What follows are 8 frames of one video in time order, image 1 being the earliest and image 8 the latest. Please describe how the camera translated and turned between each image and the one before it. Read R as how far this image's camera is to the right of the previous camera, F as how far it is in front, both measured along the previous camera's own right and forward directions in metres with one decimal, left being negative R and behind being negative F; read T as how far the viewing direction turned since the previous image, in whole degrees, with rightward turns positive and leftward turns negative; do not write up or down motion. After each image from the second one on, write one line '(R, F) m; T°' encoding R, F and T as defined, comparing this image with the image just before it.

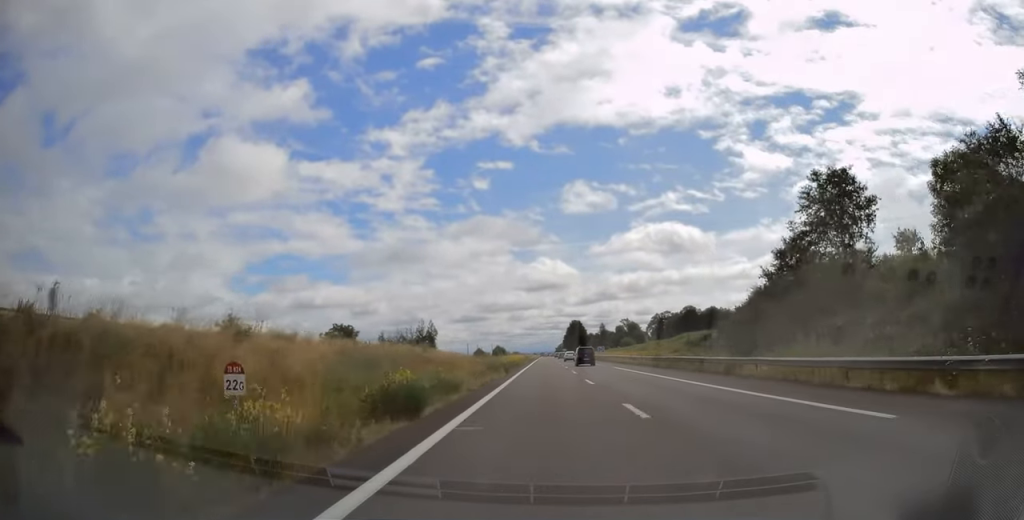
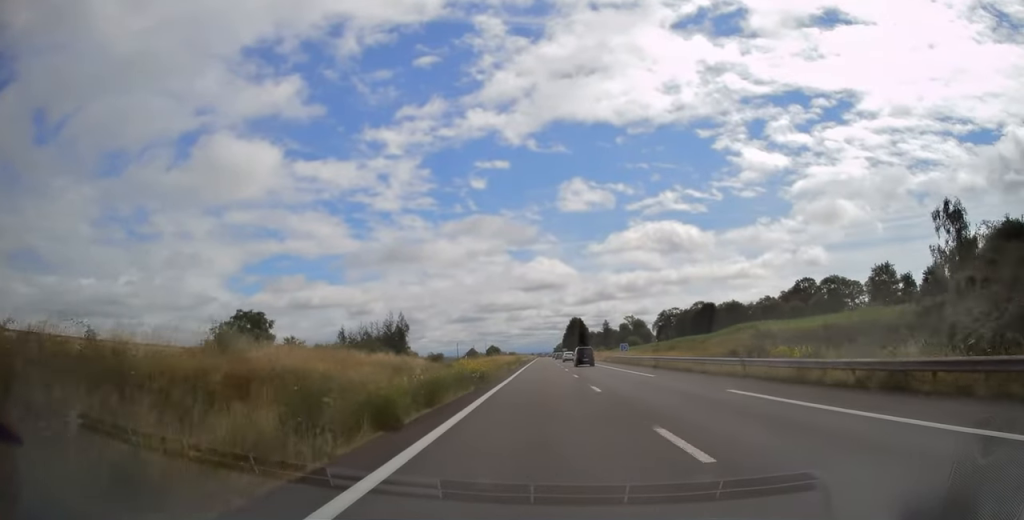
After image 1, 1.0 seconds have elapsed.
(-0.3, +30.2) m; 0°
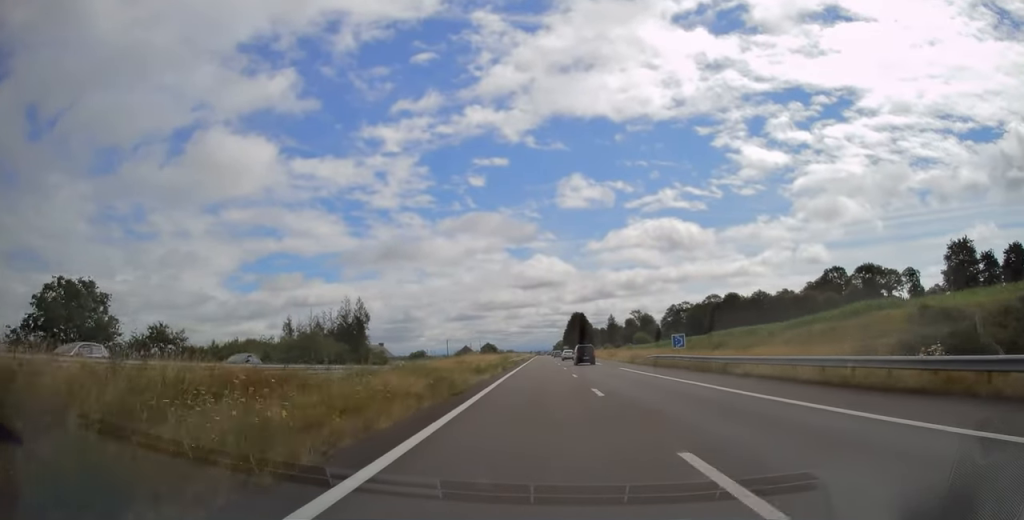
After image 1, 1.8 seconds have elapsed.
(+0.5, +28.2) m; +1°
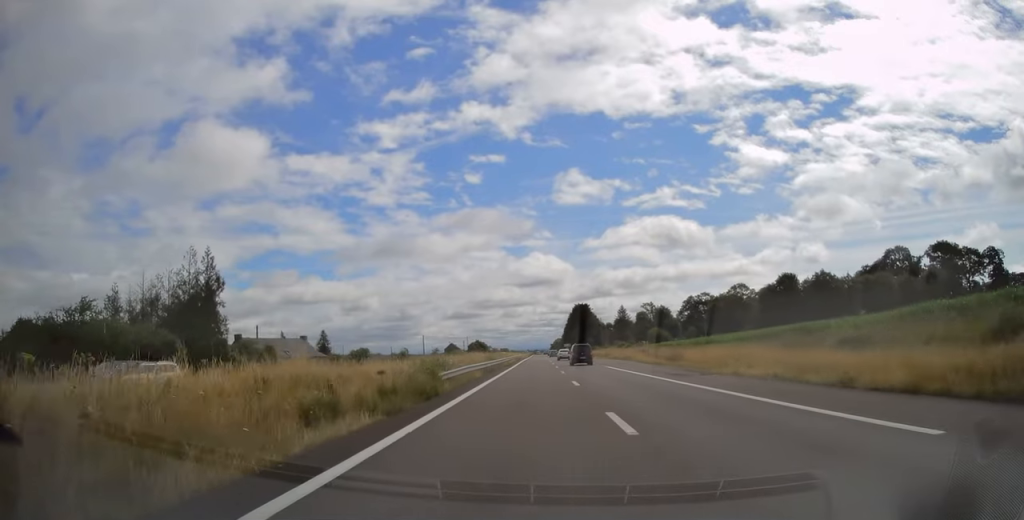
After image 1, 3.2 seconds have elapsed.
(-0.2, +46.9) m; -1°
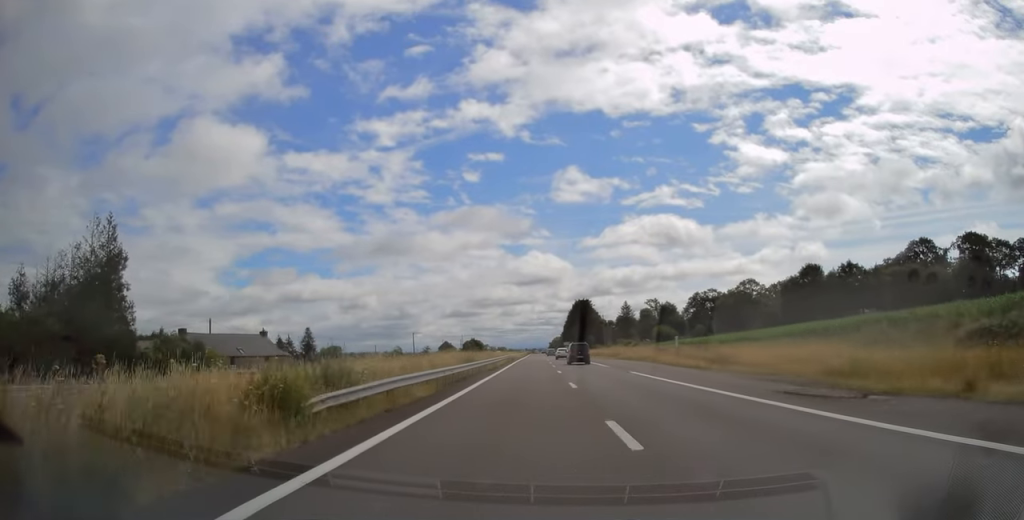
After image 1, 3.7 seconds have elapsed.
(-0.2, +14.7) m; 0°
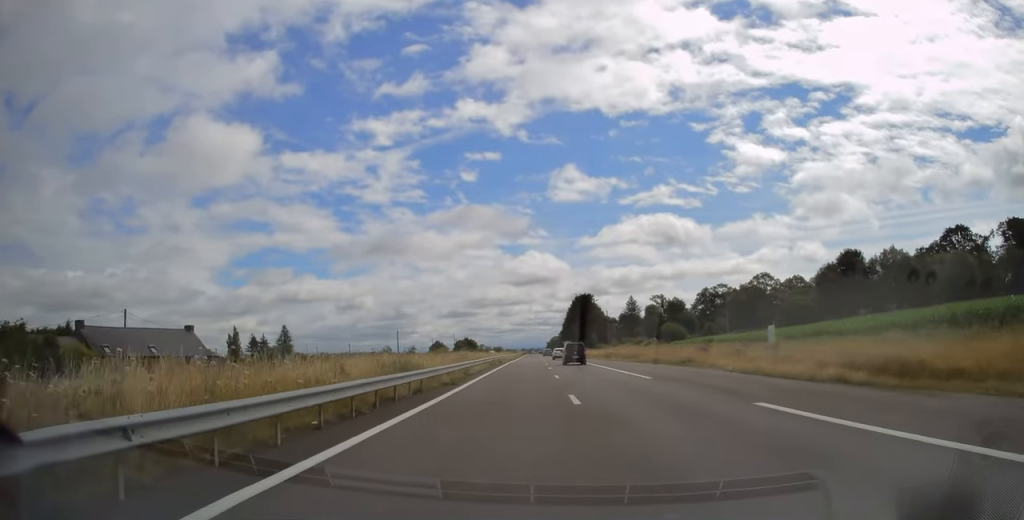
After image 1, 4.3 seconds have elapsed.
(0.0, +19.5) m; 0°
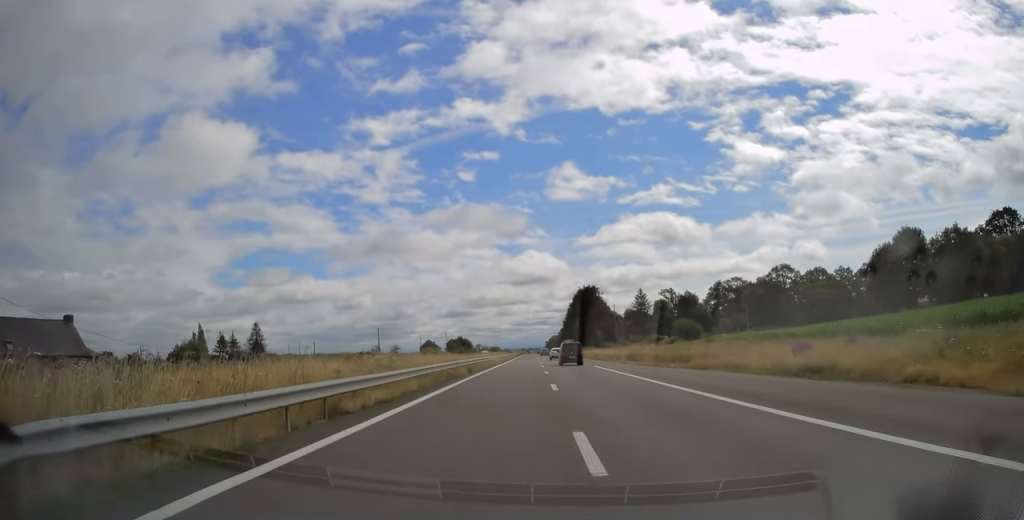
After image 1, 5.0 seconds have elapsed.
(+0.1, +21.0) m; 0°
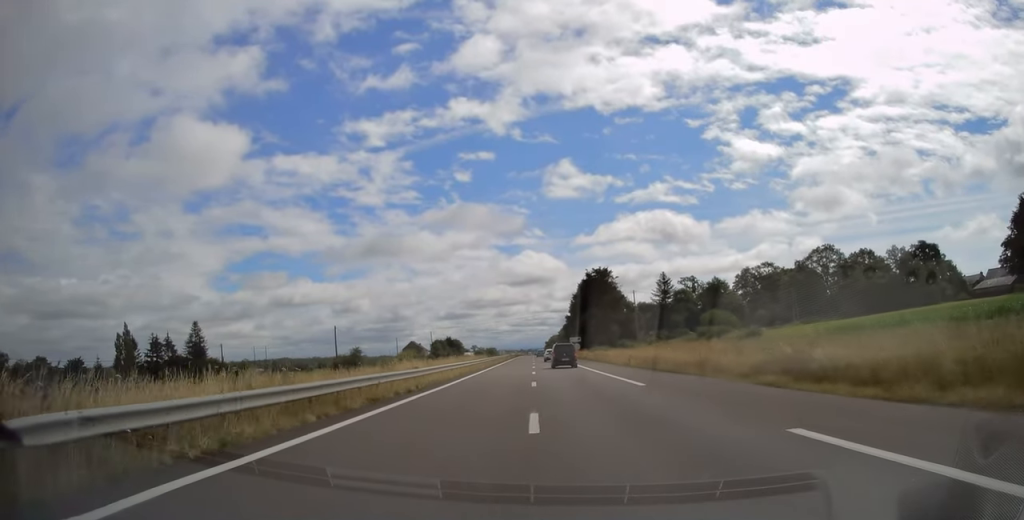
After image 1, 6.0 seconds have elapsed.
(+0.1, +35.2) m; +1°
